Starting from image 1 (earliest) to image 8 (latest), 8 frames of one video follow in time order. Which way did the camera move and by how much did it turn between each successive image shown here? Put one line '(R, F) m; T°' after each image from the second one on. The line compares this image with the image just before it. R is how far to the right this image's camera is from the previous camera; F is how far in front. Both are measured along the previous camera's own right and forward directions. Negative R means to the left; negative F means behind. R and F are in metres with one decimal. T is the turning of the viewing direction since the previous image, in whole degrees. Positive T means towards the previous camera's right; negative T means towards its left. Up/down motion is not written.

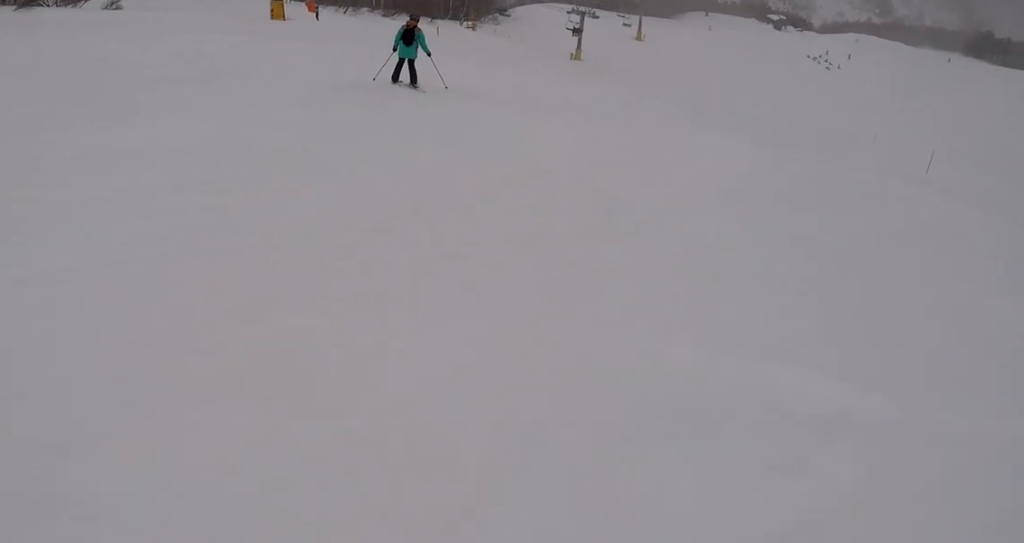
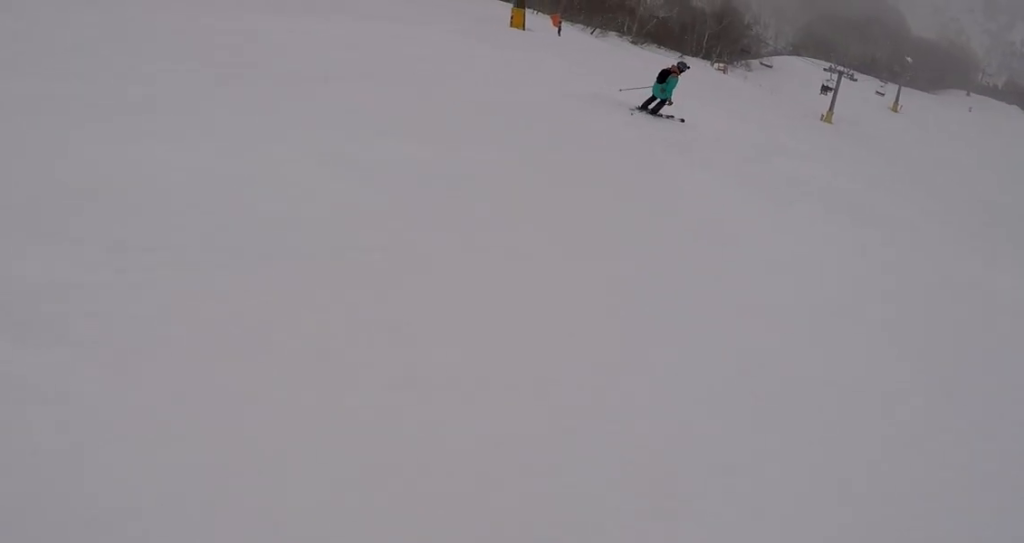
(-0.1, +3.1) m; -21°
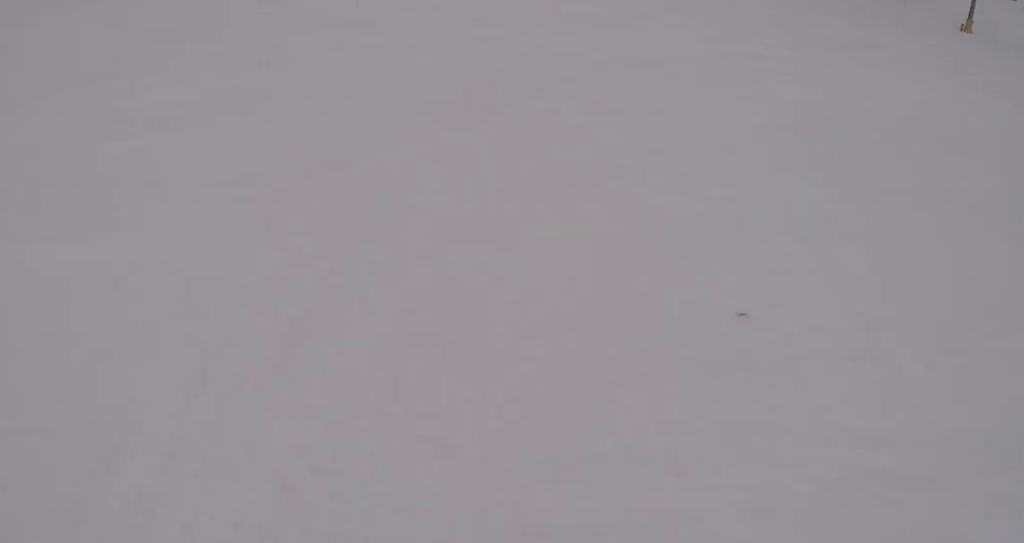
(-1.8, +4.4) m; -28°
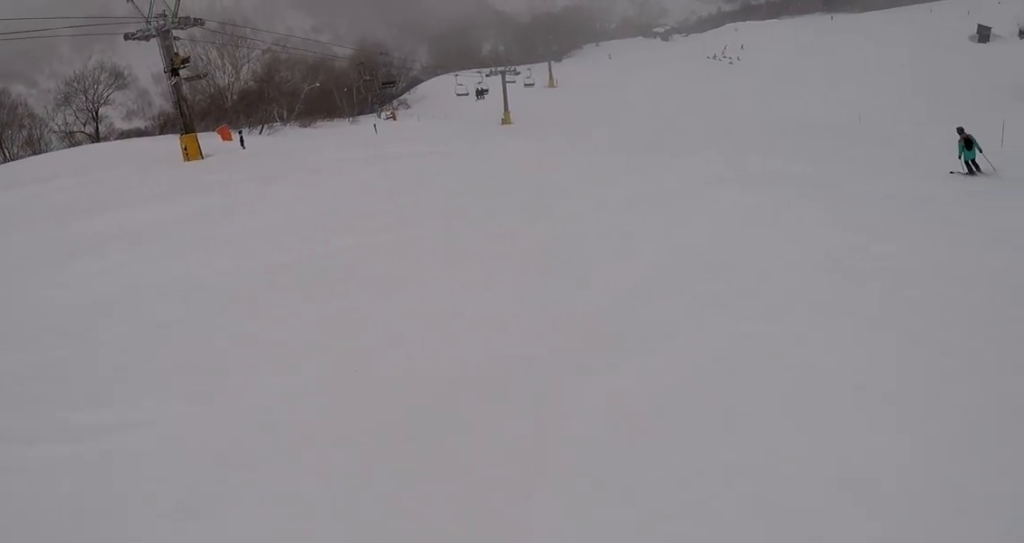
(+1.5, +4.7) m; +47°
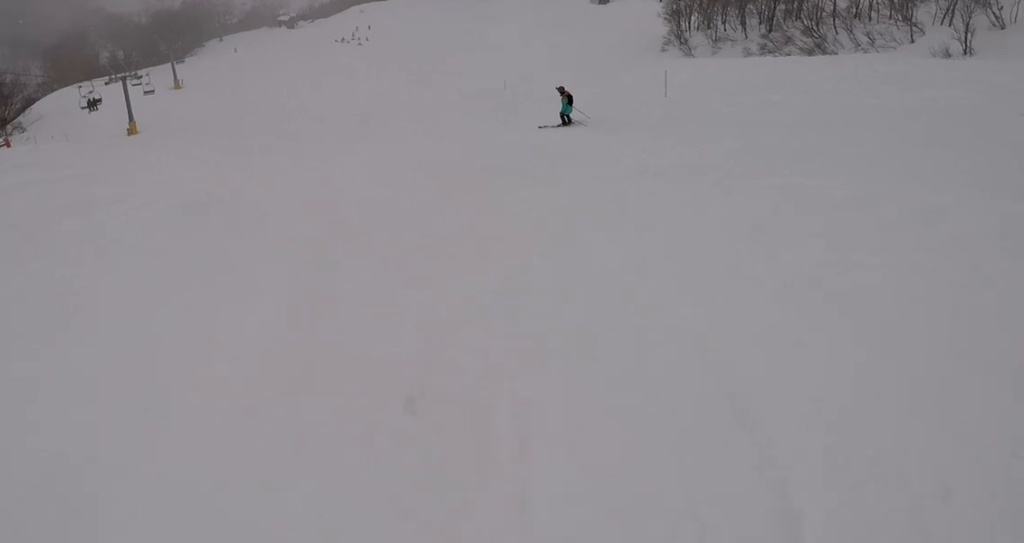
(+1.0, +3.1) m; +31°
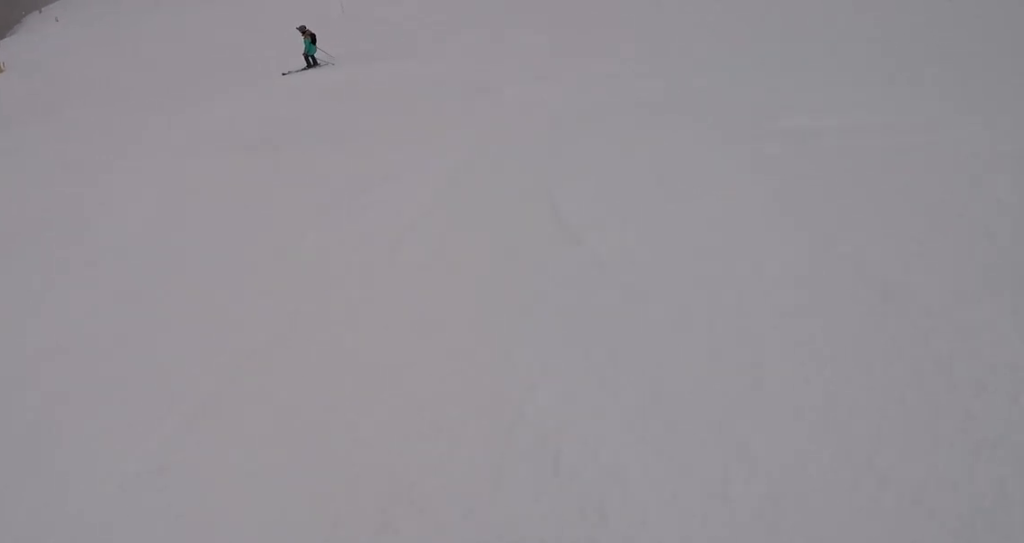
(+0.4, +2.7) m; +18°
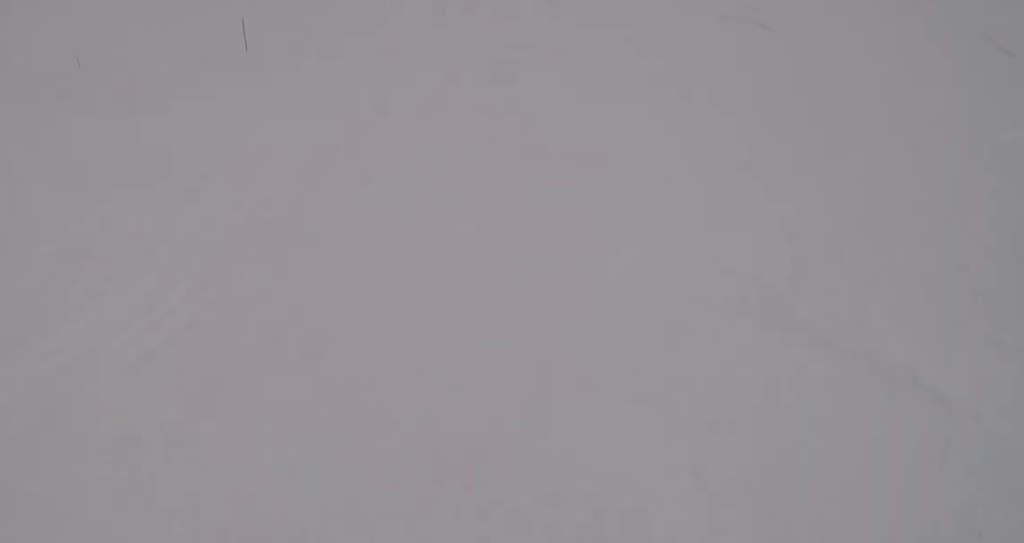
(+1.7, +5.4) m; +19°
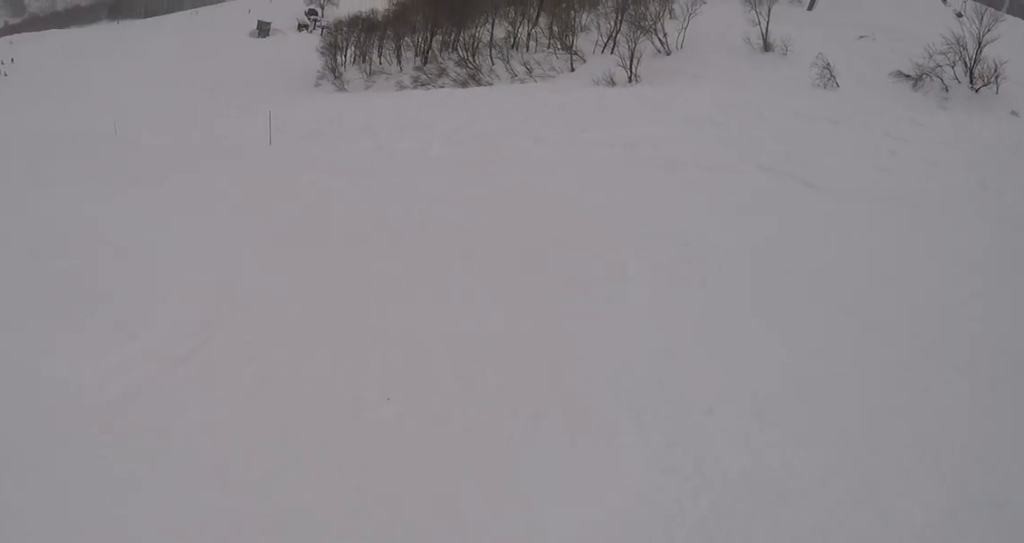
(+0.2, +2.0) m; -10°
